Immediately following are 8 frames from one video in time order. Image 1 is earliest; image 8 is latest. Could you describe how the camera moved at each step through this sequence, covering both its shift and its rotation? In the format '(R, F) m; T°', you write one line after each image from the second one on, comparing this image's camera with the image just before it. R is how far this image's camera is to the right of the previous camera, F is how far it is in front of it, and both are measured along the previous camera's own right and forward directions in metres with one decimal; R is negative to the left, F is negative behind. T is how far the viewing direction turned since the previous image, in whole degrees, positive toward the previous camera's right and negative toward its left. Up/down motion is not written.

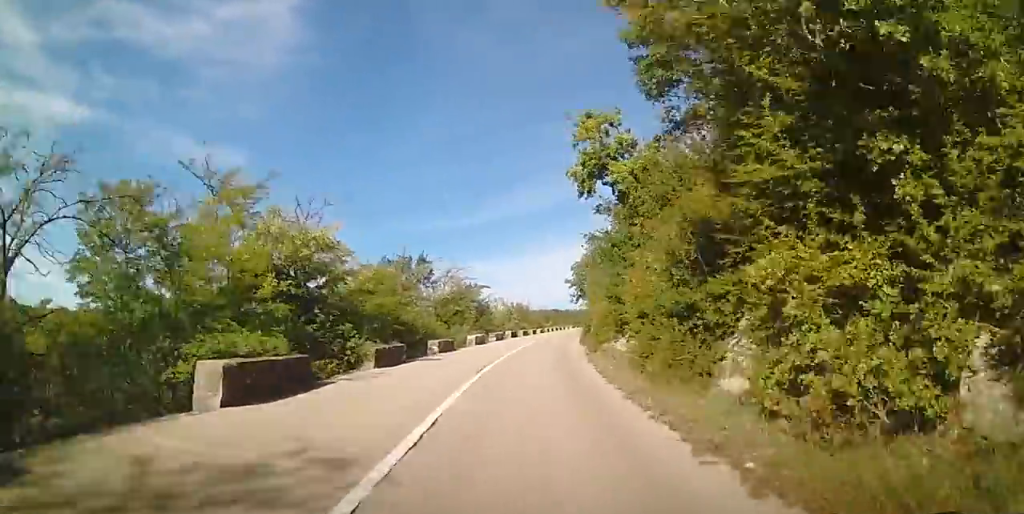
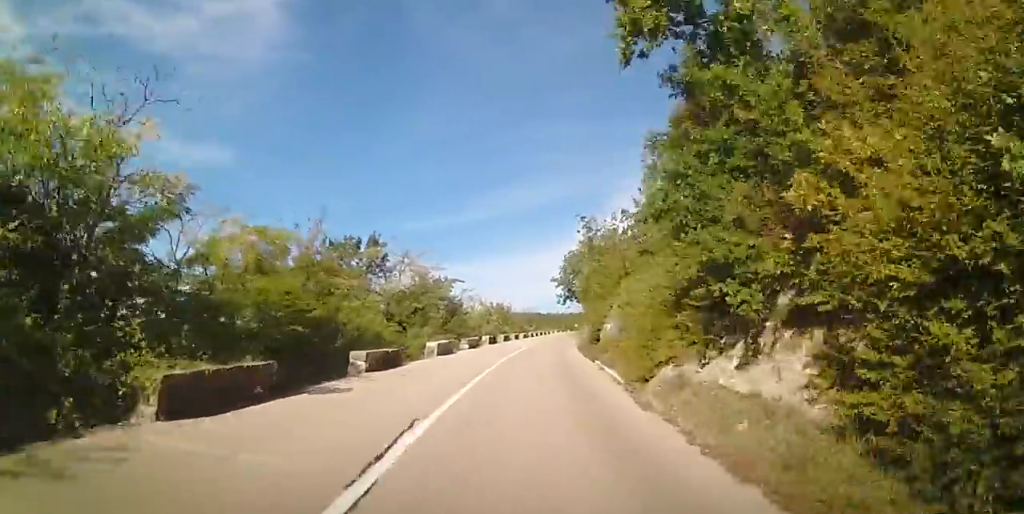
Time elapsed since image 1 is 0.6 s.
(0.0, +9.6) m; 0°
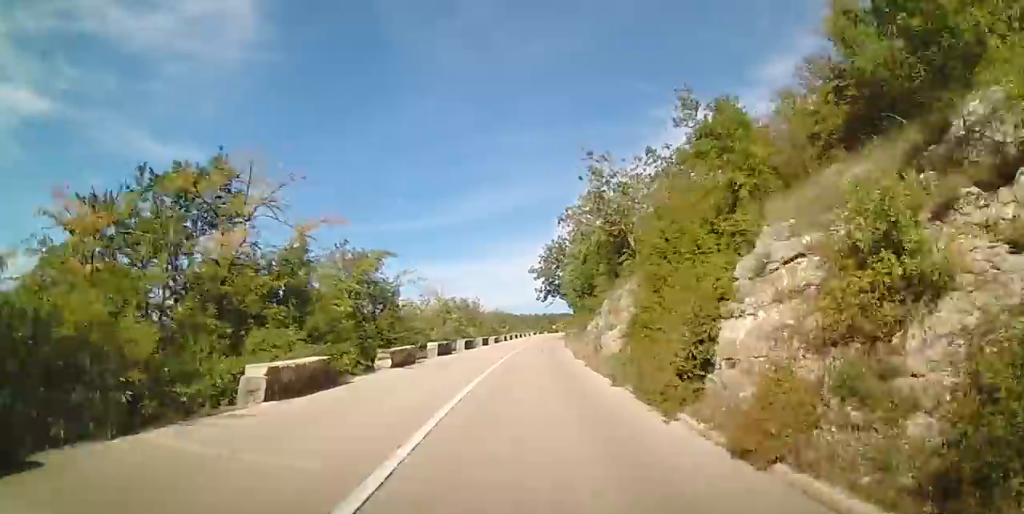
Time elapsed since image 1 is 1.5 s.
(0.0, +15.1) m; +3°
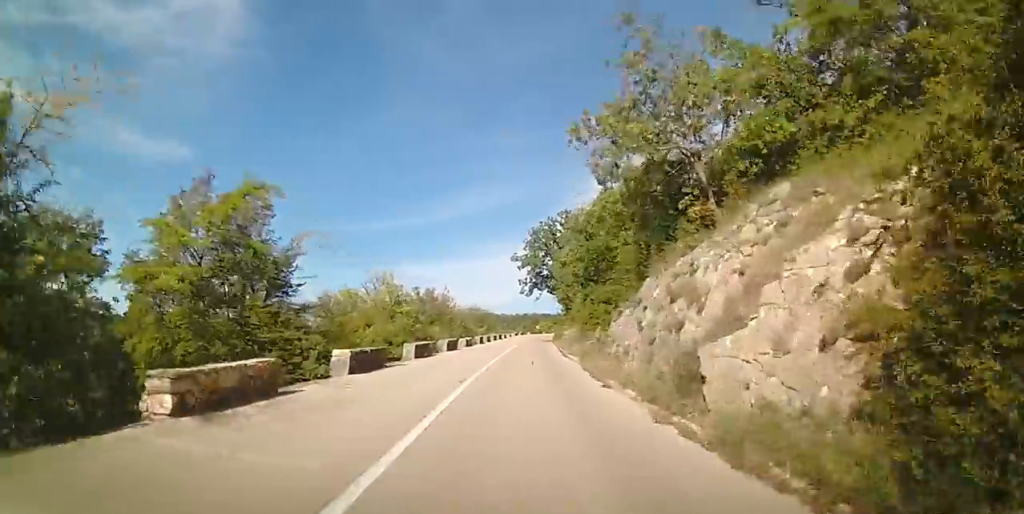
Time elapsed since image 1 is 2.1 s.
(+0.2, +11.2) m; +3°
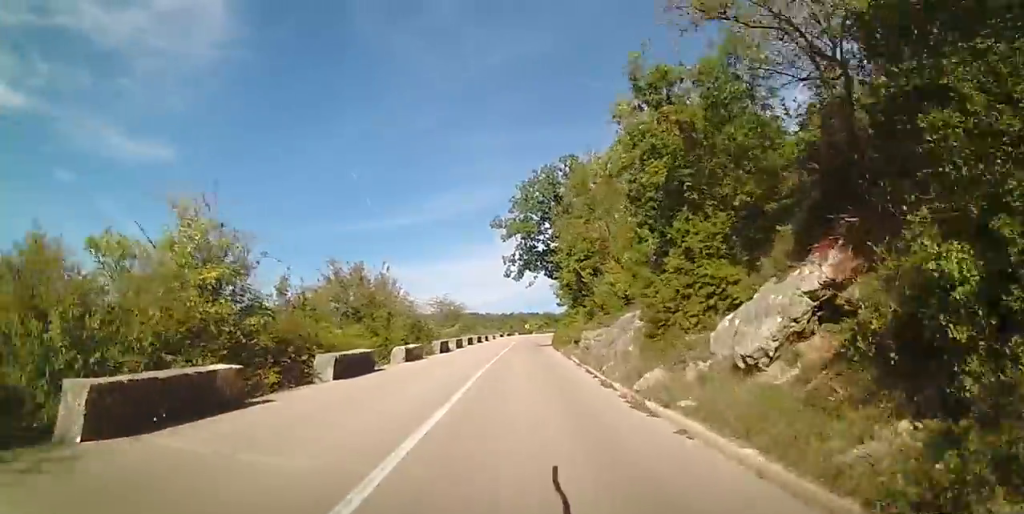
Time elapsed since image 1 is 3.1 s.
(+0.8, +17.0) m; +3°
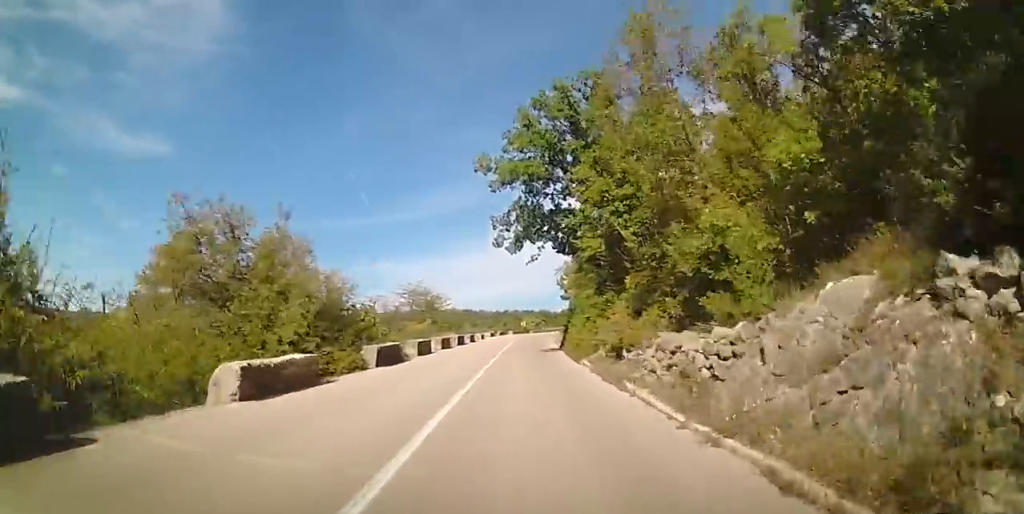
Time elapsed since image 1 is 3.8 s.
(0.0, +12.0) m; 0°
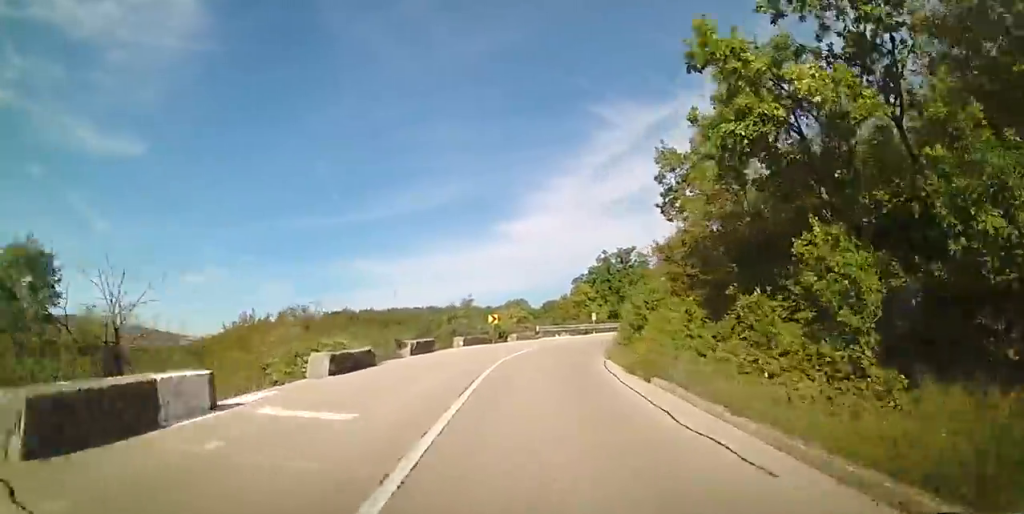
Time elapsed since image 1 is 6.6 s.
(+1.7, +44.1) m; +5°
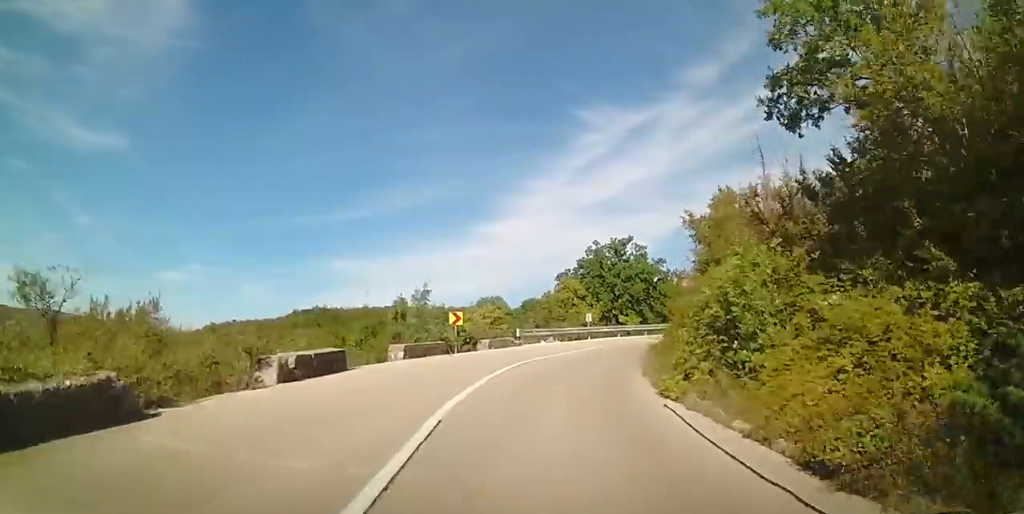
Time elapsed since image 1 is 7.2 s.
(+0.2, +9.3) m; +4°
